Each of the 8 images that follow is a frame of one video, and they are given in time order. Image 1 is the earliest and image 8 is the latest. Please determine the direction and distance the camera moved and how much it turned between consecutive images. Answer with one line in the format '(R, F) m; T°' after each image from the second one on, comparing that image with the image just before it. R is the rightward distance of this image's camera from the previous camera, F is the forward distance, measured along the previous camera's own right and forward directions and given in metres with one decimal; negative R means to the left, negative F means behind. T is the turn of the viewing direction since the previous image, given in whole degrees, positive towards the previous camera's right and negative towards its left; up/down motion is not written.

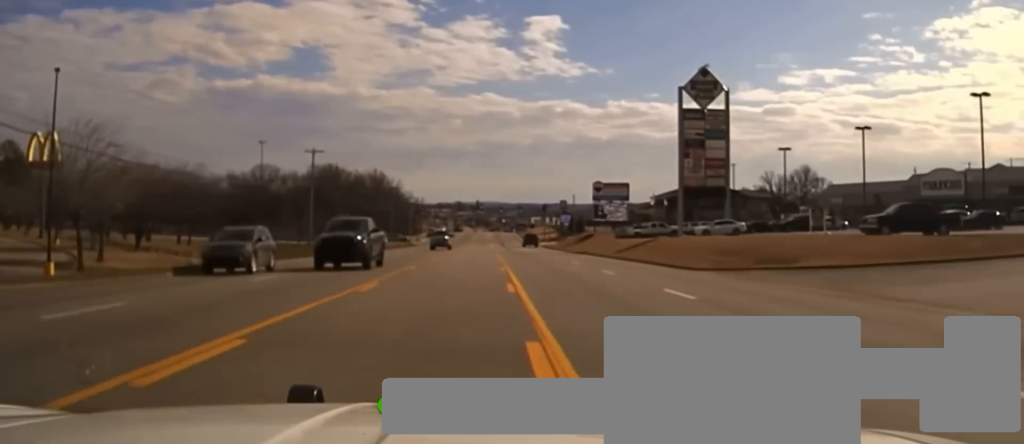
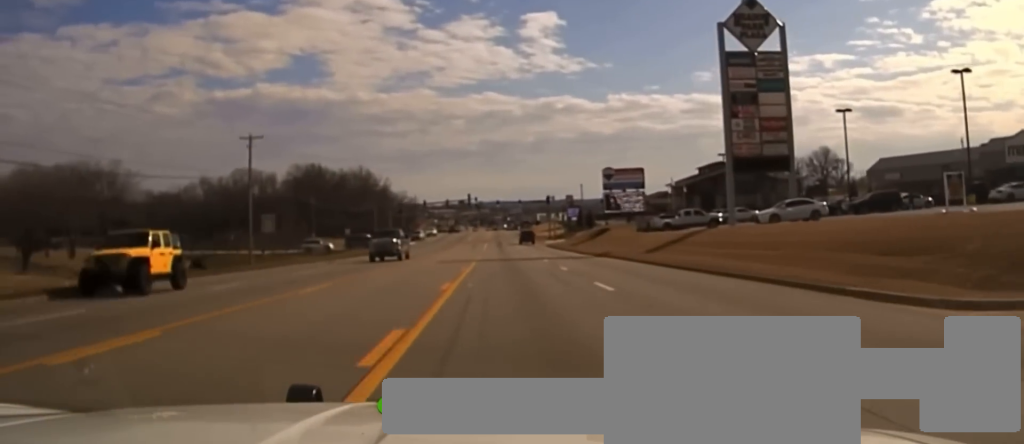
(+0.9, +19.7) m; +3°
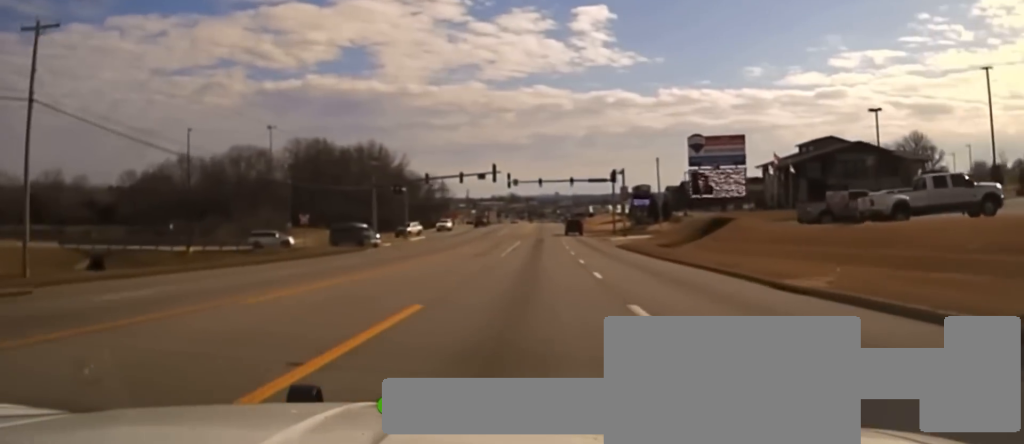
(-0.2, +40.6) m; -2°
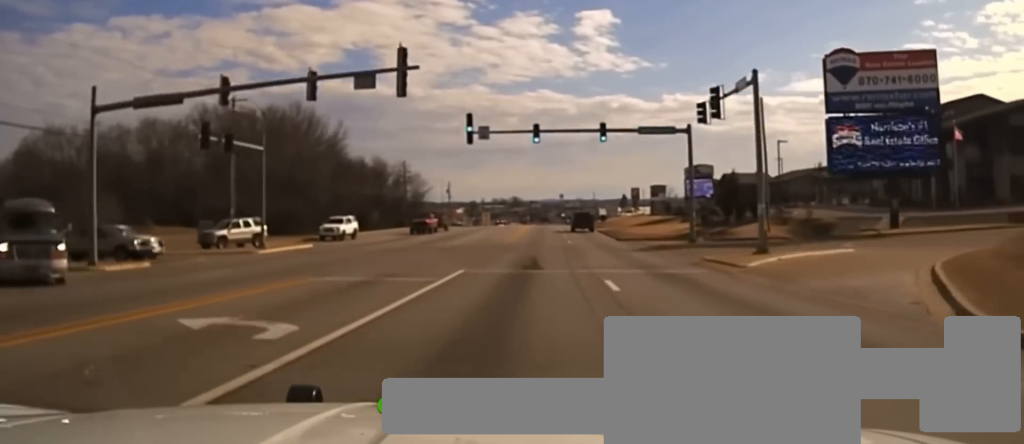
(-0.8, +52.3) m; -2°
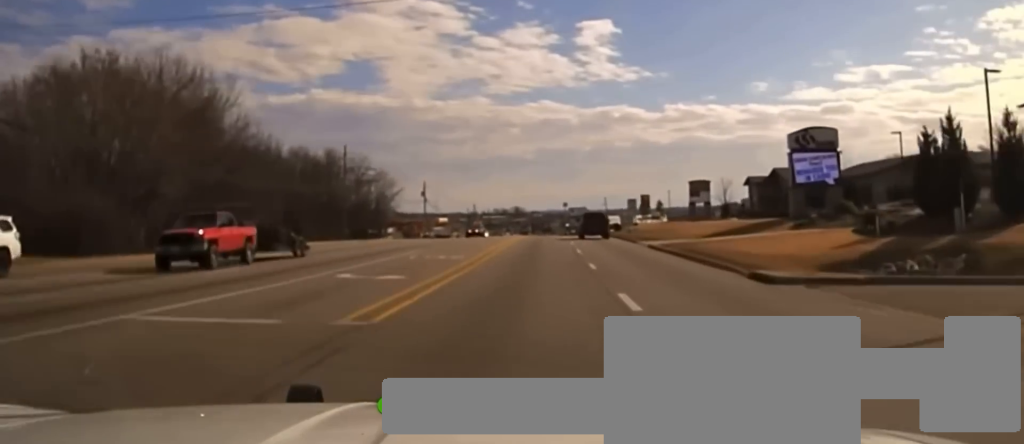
(-0.6, +40.2) m; 0°
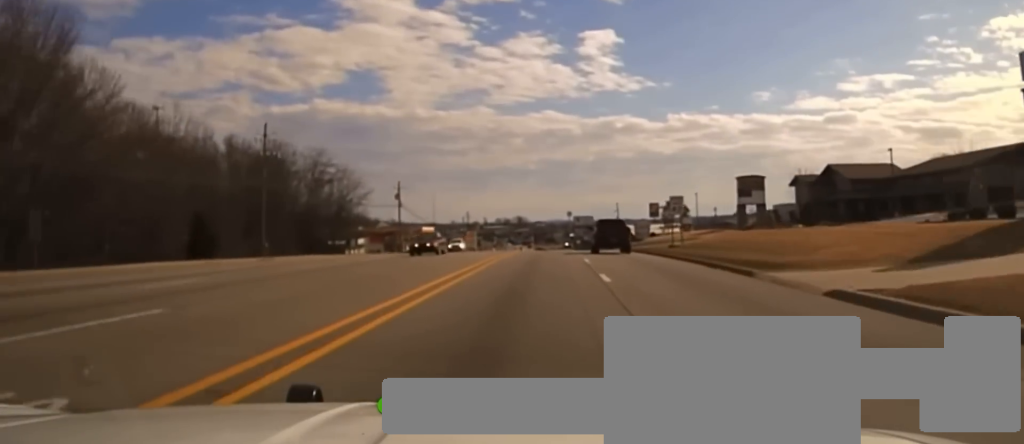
(+0.1, +27.6) m; 0°
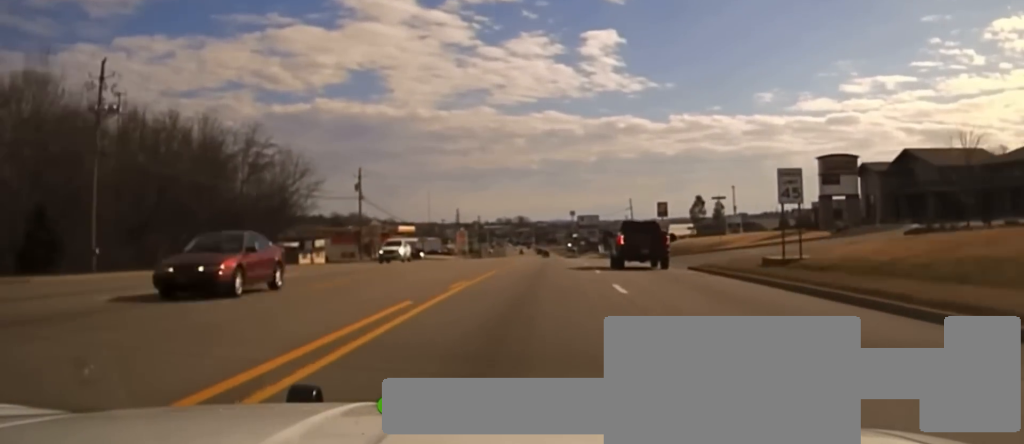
(+0.1, +26.1) m; 0°
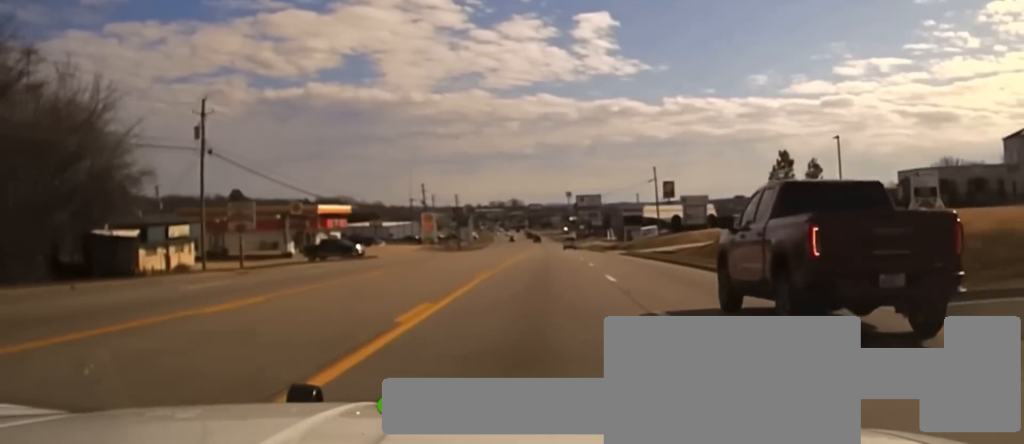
(+0.1, +41.9) m; 0°
